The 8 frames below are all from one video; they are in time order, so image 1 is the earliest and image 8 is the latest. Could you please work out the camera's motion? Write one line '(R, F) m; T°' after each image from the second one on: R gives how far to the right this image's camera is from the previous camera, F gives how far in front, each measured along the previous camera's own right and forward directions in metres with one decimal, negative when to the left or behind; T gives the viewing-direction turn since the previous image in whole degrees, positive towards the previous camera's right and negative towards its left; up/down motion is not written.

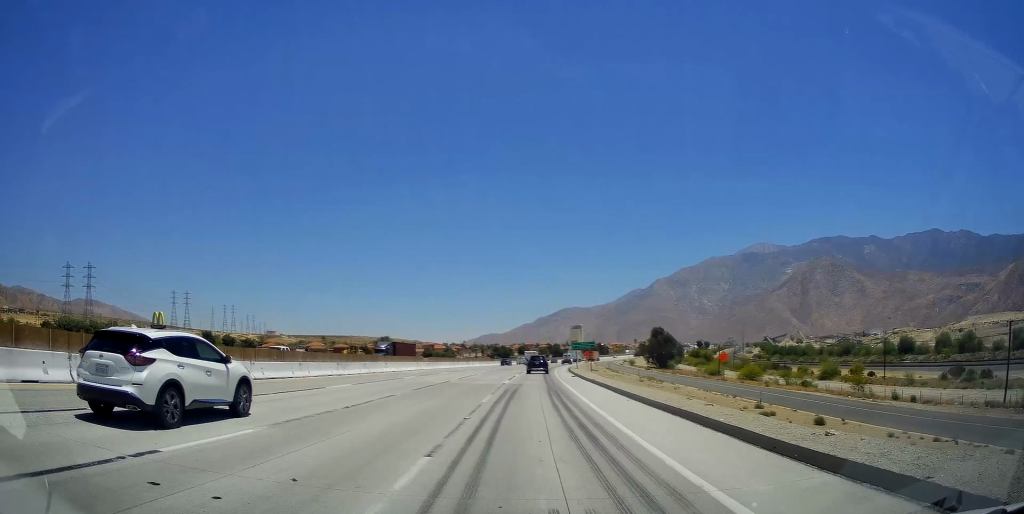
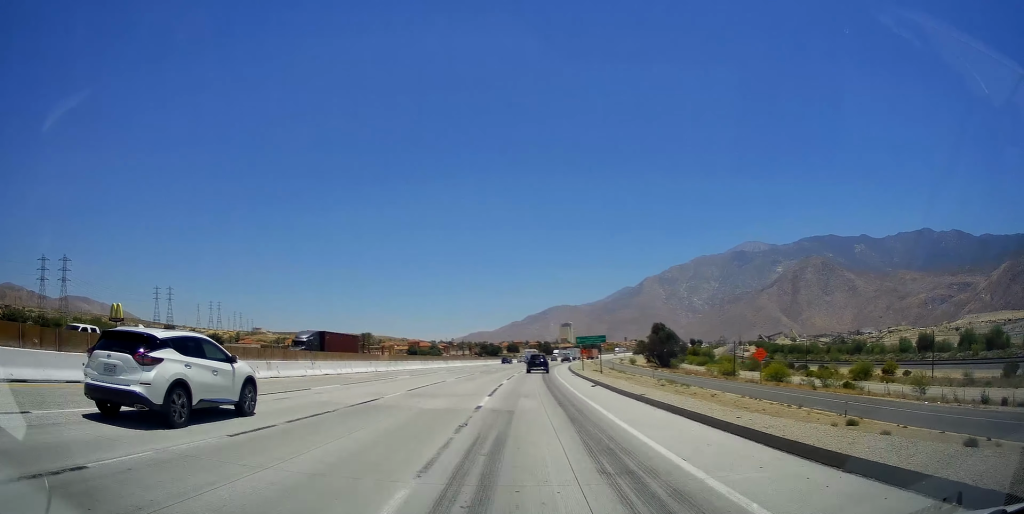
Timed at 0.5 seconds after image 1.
(-0.1, +17.6) m; +1°
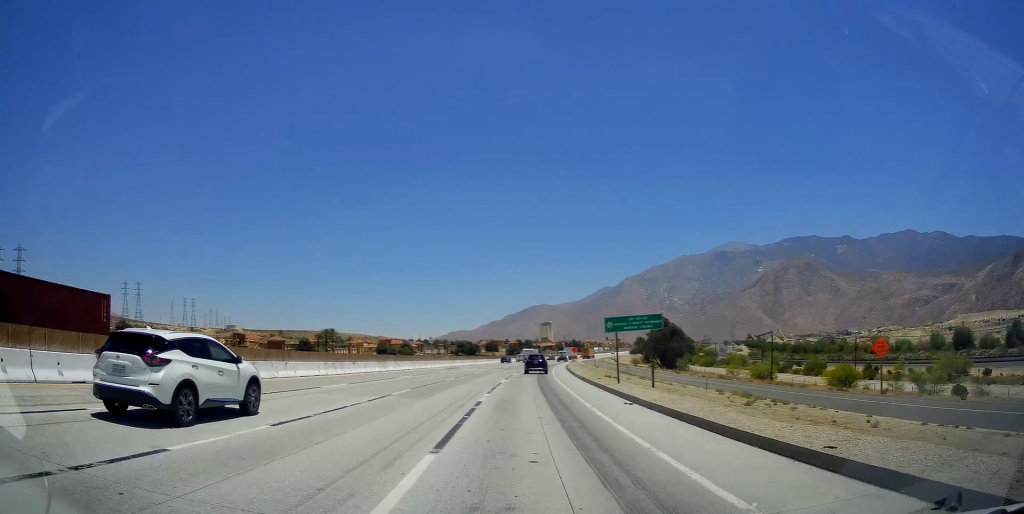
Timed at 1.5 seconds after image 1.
(+0.5, +27.8) m; +2°
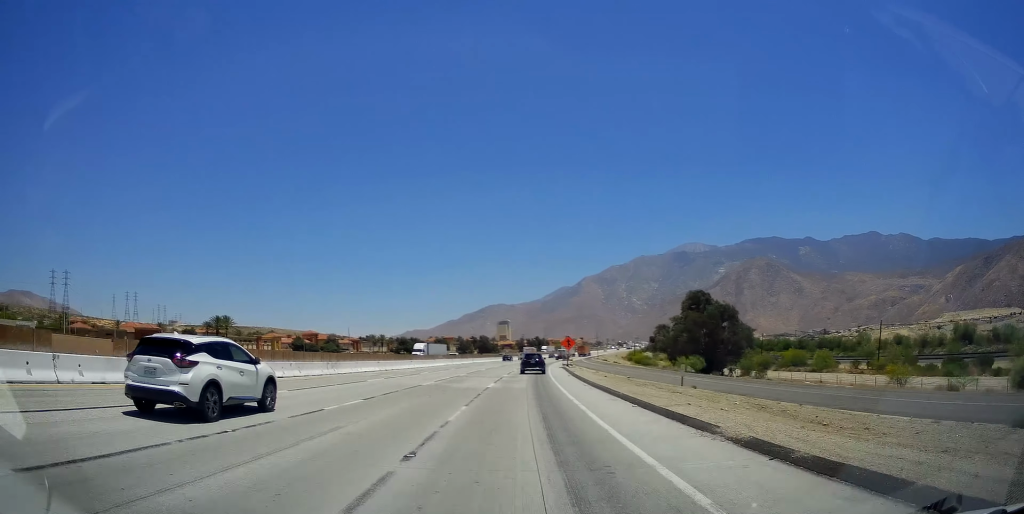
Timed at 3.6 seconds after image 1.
(+2.4, +62.6) m; +5°
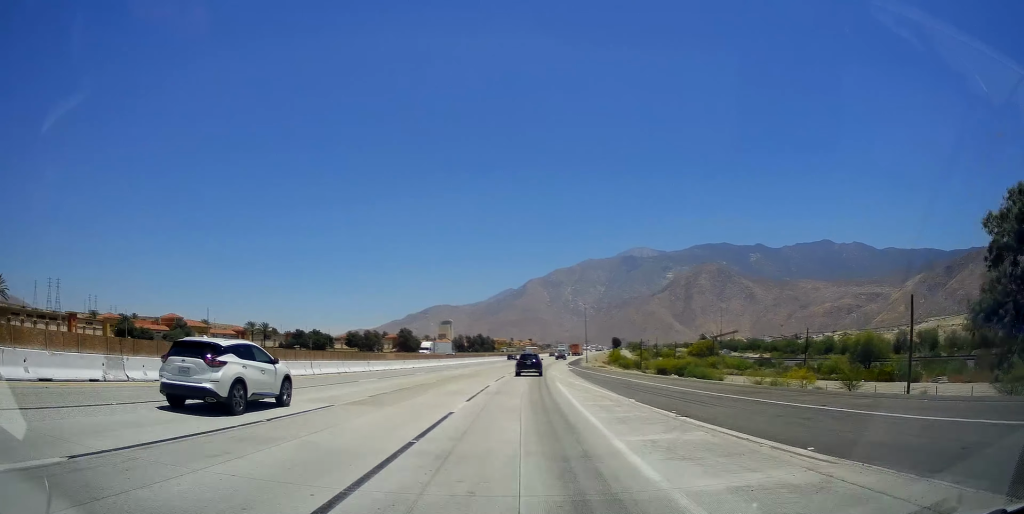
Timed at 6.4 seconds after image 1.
(+4.1, +87.7) m; +5°
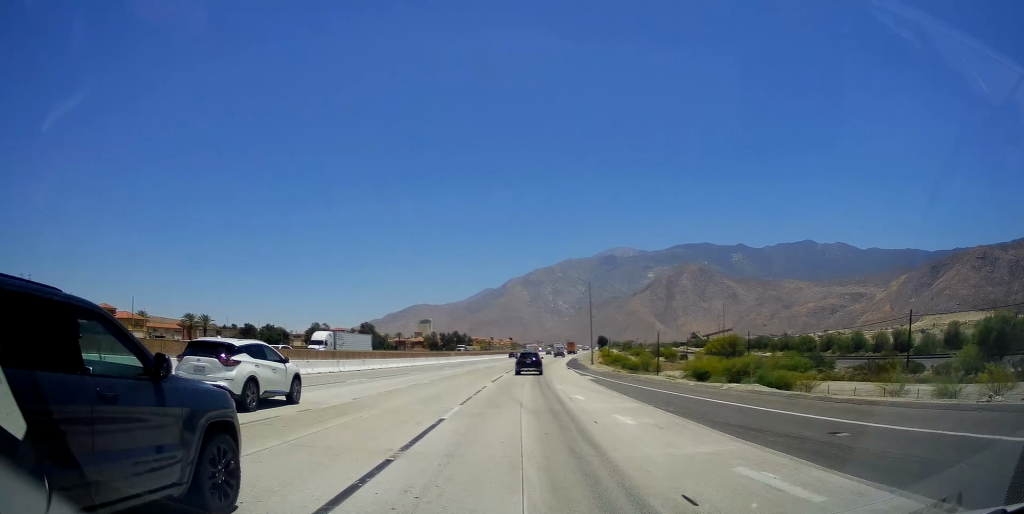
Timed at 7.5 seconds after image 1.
(+0.5, +30.9) m; +2°
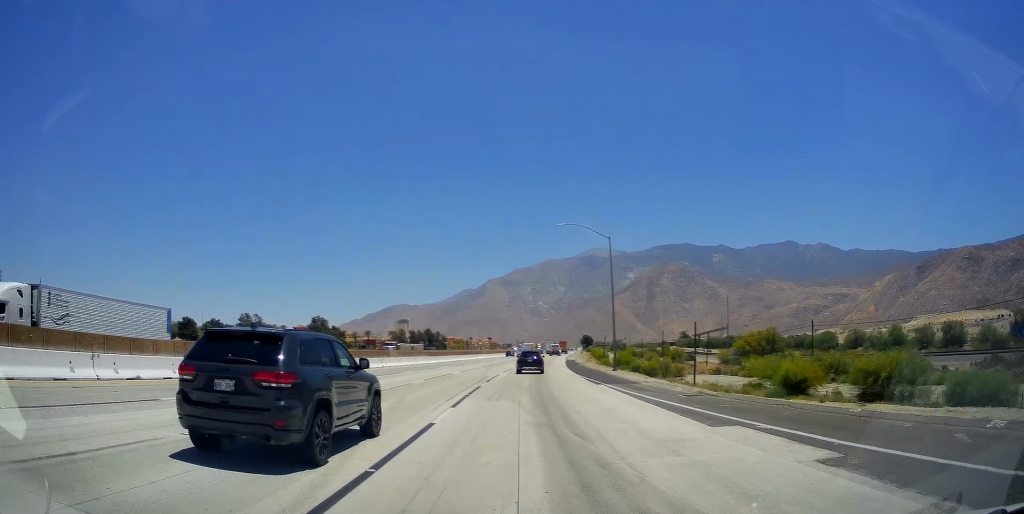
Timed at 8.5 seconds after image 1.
(+0.8, +29.3) m; +3°
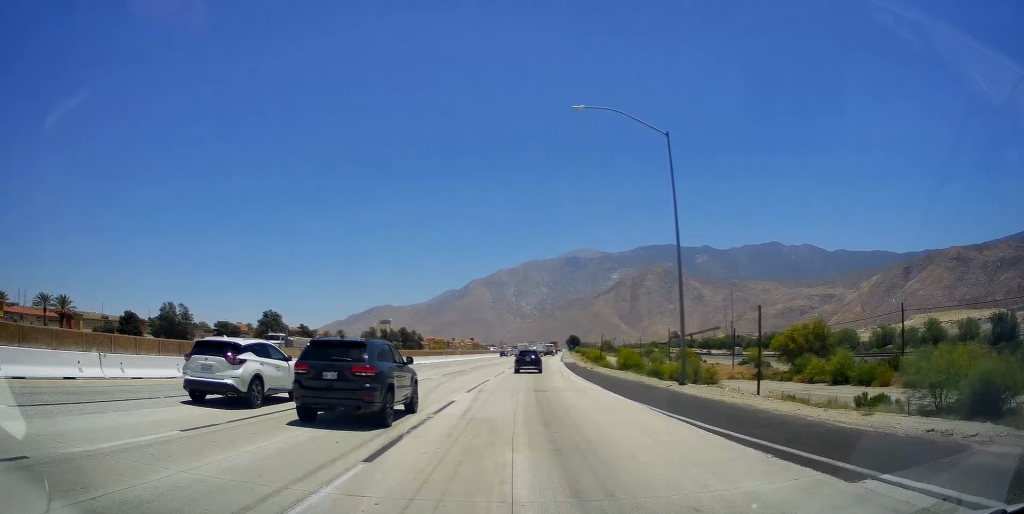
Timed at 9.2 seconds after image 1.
(+0.2, +22.4) m; +1°
